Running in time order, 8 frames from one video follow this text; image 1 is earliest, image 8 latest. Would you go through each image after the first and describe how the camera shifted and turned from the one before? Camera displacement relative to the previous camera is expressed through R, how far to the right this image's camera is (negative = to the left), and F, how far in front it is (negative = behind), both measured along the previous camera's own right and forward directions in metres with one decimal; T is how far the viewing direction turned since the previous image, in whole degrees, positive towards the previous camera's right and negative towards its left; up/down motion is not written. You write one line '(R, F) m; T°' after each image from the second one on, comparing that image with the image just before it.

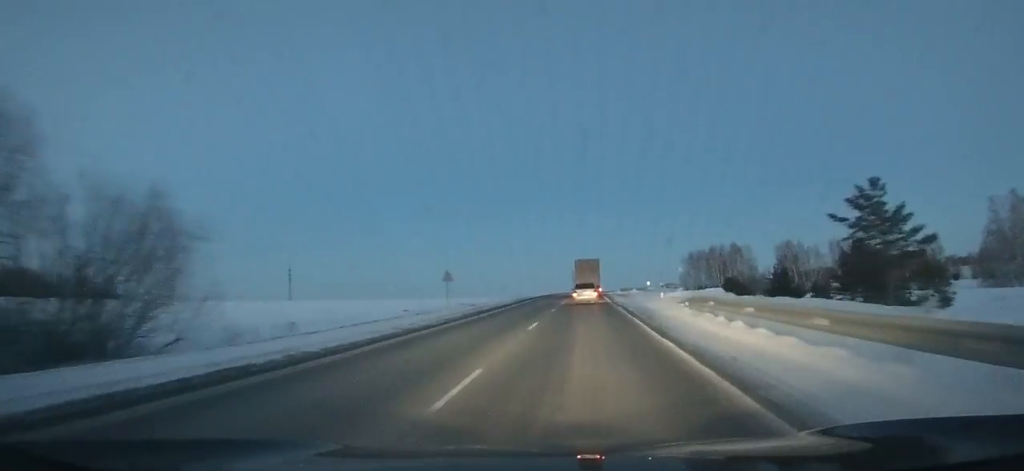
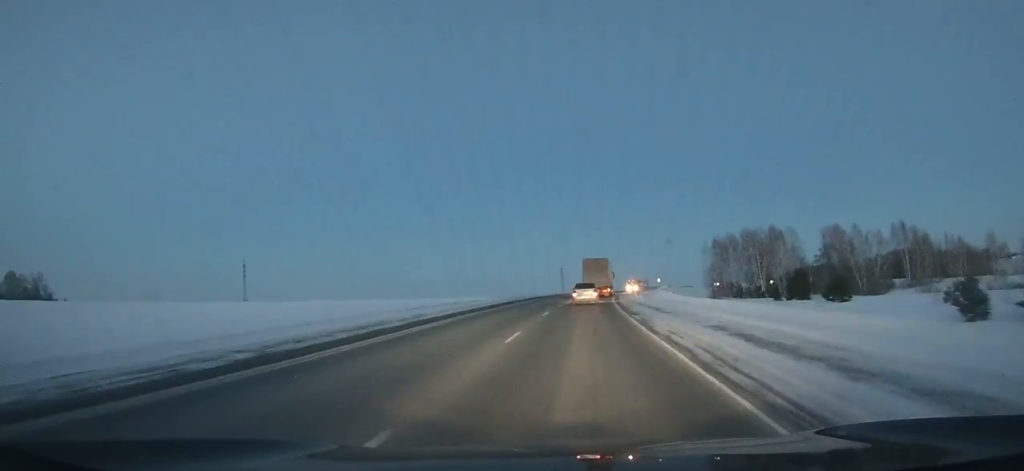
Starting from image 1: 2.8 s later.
(+0.4, +50.6) m; +2°
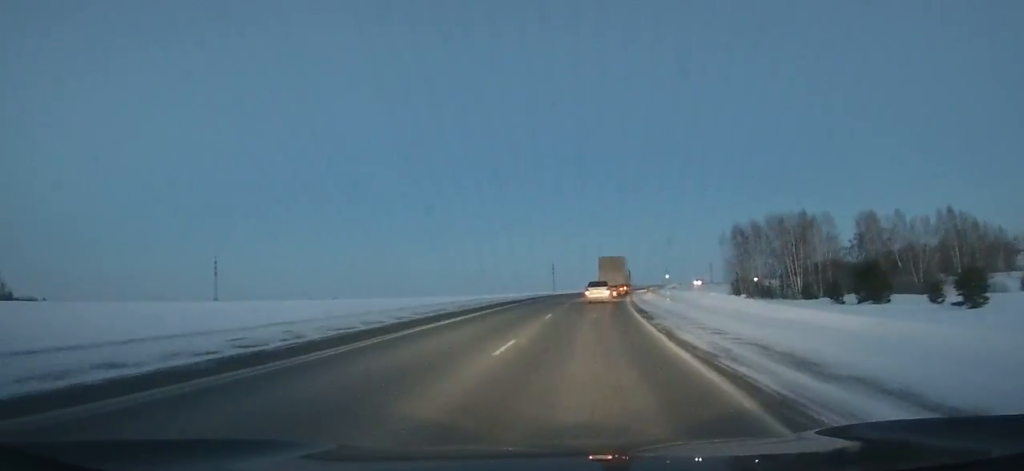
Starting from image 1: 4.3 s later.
(-0.2, +26.6) m; +1°
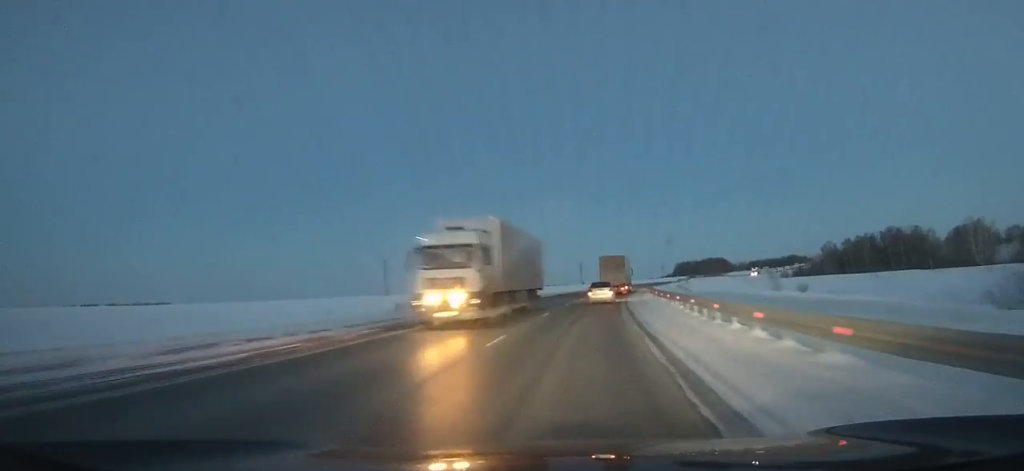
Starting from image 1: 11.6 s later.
(+12.8, +130.8) m; +12°
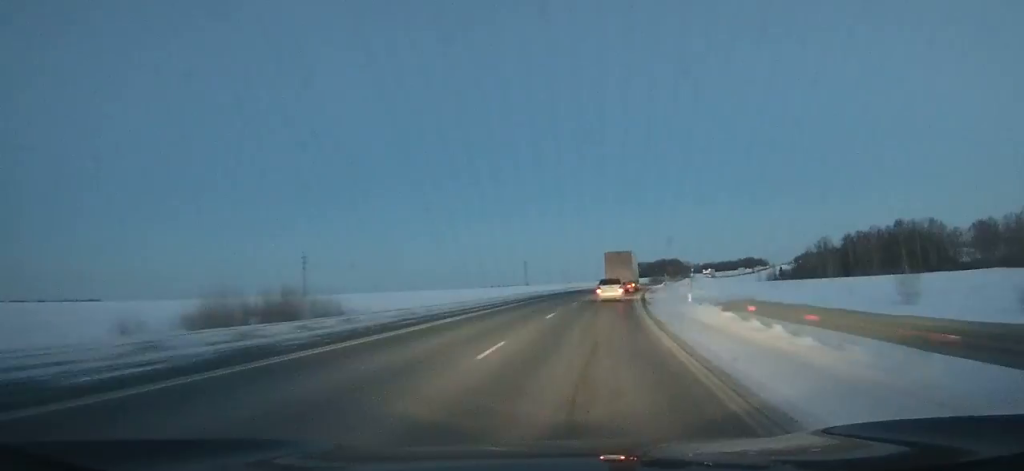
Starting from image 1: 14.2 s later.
(+2.1, +49.4) m; +6°
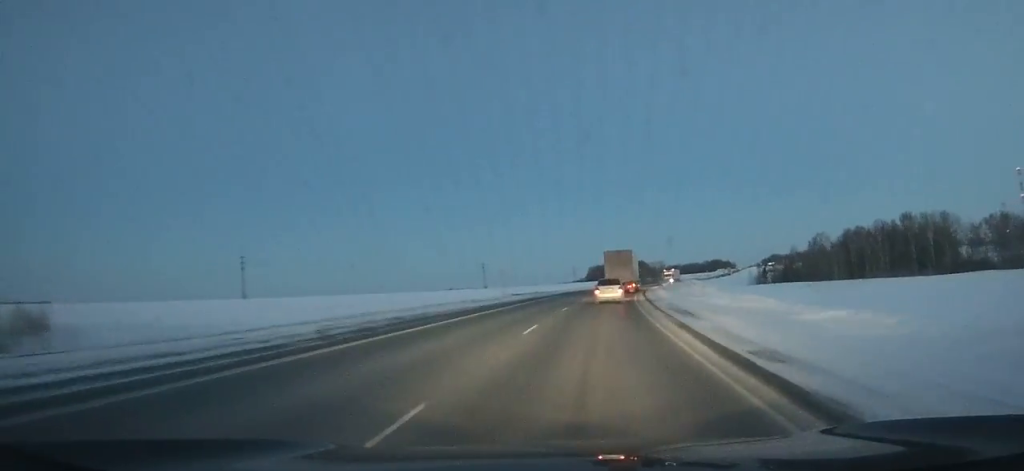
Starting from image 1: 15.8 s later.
(+0.9, +31.4) m; +4°
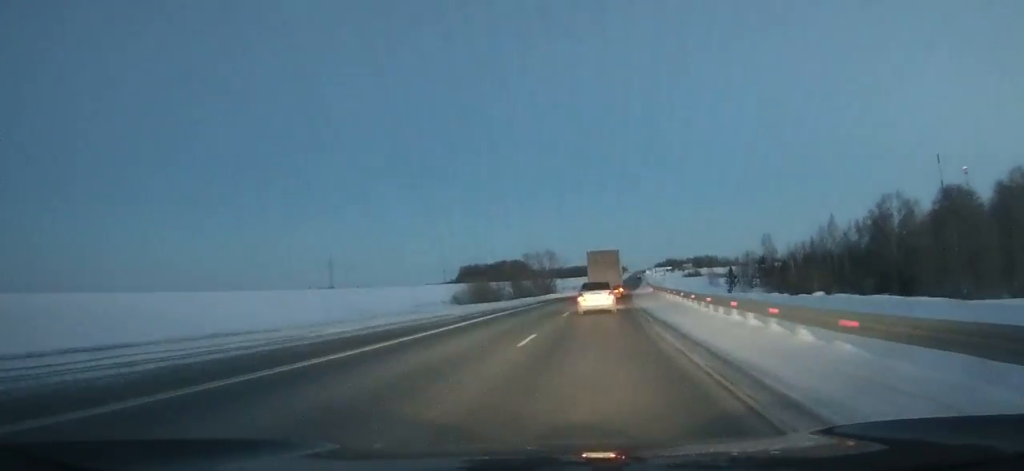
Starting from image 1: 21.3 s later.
(+14.5, +115.4) m; +11°
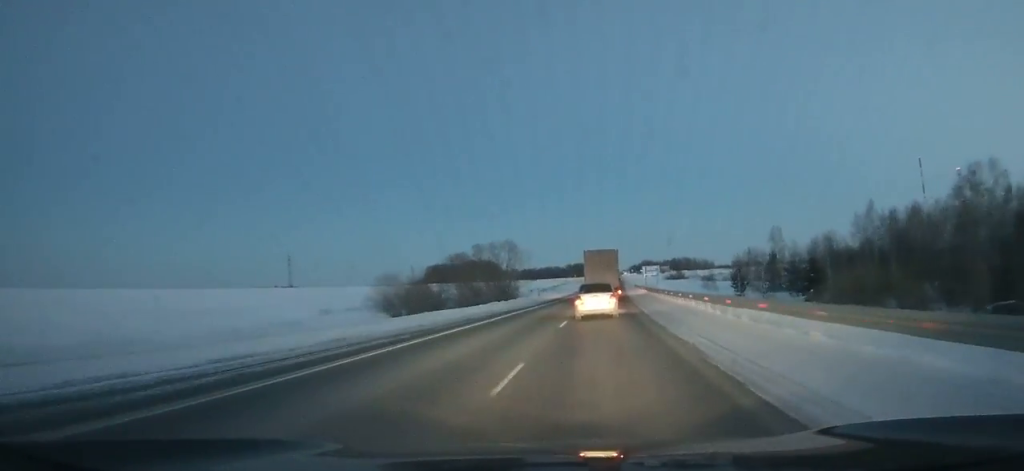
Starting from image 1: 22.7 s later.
(+0.3, +31.7) m; +2°
